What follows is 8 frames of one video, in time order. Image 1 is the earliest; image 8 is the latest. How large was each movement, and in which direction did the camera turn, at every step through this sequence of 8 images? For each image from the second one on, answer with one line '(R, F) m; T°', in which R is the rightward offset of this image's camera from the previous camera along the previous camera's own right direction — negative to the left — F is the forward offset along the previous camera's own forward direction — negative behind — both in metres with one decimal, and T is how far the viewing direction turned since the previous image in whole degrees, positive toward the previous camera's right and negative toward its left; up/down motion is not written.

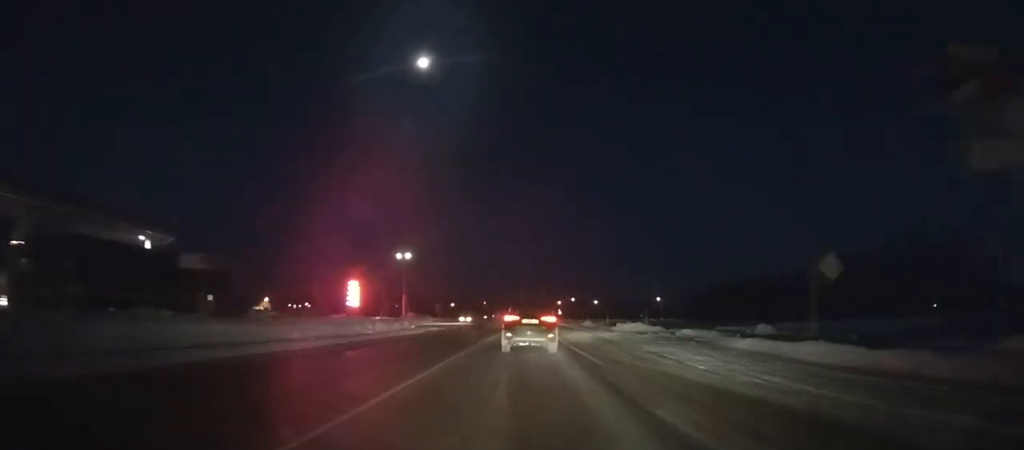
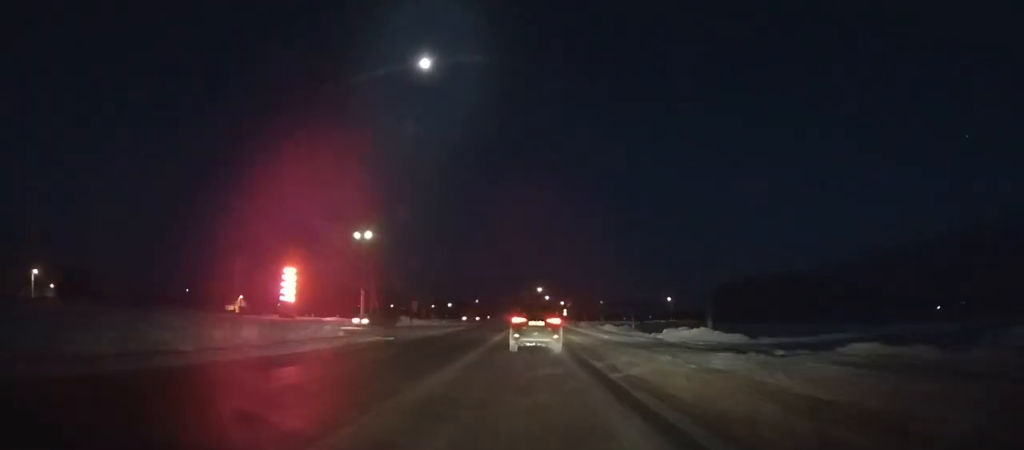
(-0.1, +20.7) m; 0°
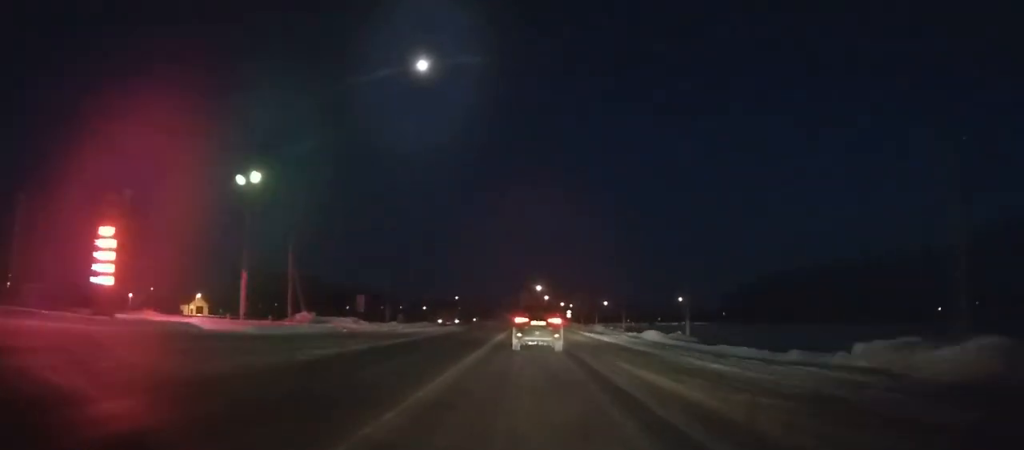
(+0.1, +25.0) m; 0°
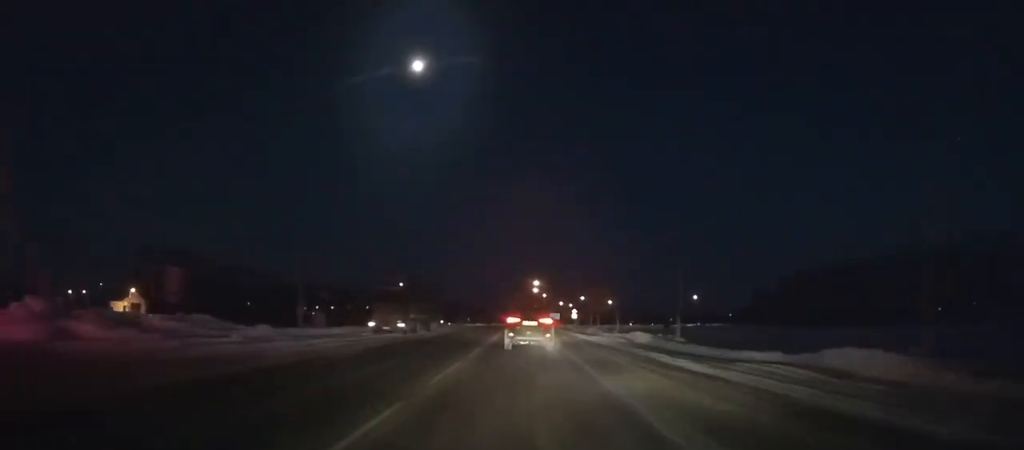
(+0.1, +28.0) m; +1°
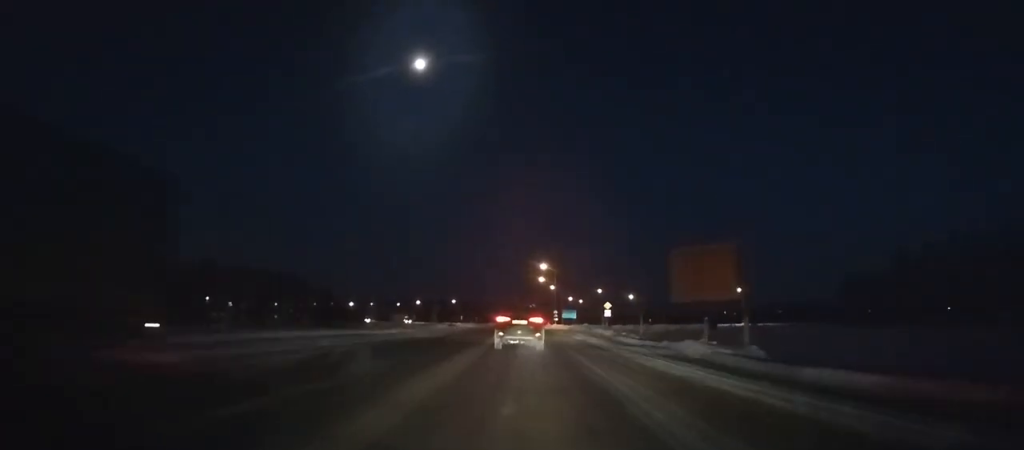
(+0.3, +42.6) m; 0°
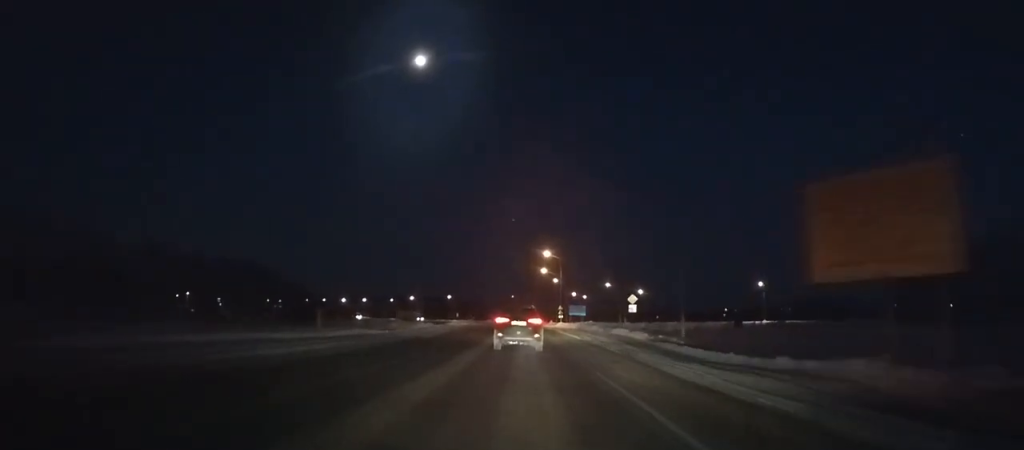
(-0.1, +16.6) m; 0°
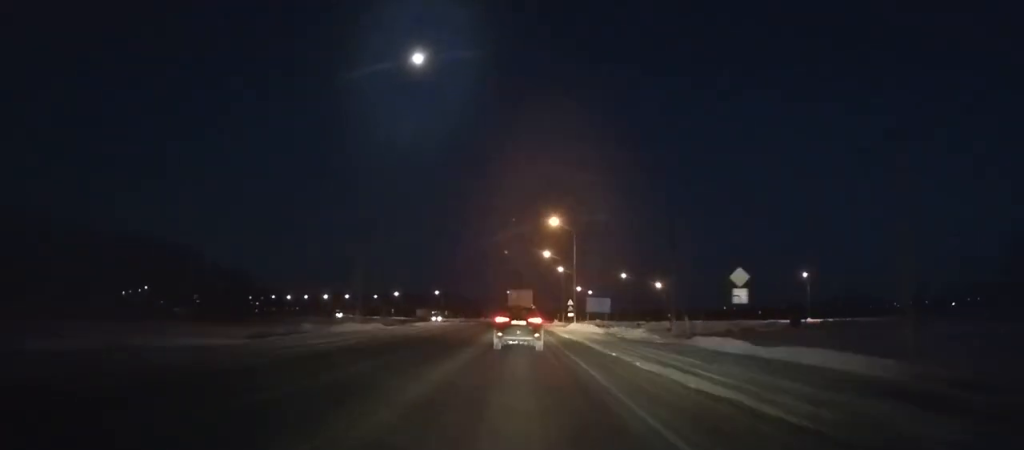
(0.0, +27.7) m; 0°
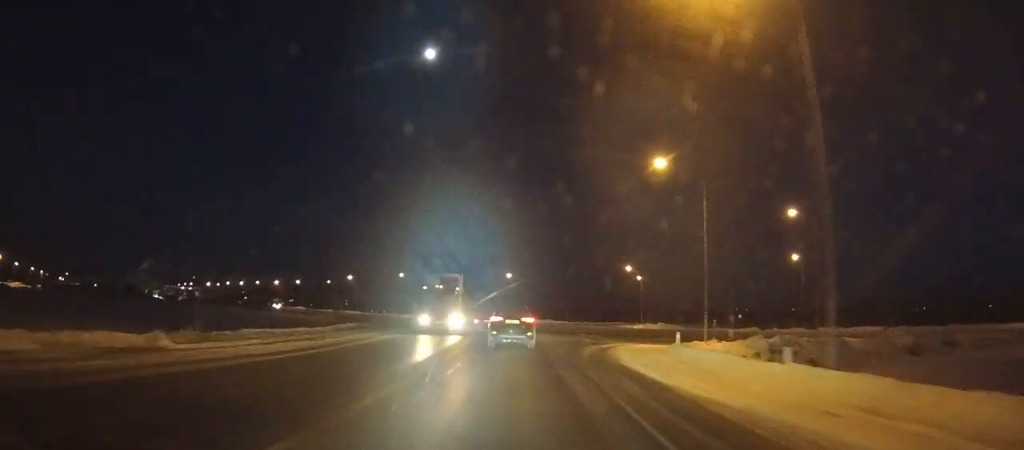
(-0.8, +77.1) m; -2°
